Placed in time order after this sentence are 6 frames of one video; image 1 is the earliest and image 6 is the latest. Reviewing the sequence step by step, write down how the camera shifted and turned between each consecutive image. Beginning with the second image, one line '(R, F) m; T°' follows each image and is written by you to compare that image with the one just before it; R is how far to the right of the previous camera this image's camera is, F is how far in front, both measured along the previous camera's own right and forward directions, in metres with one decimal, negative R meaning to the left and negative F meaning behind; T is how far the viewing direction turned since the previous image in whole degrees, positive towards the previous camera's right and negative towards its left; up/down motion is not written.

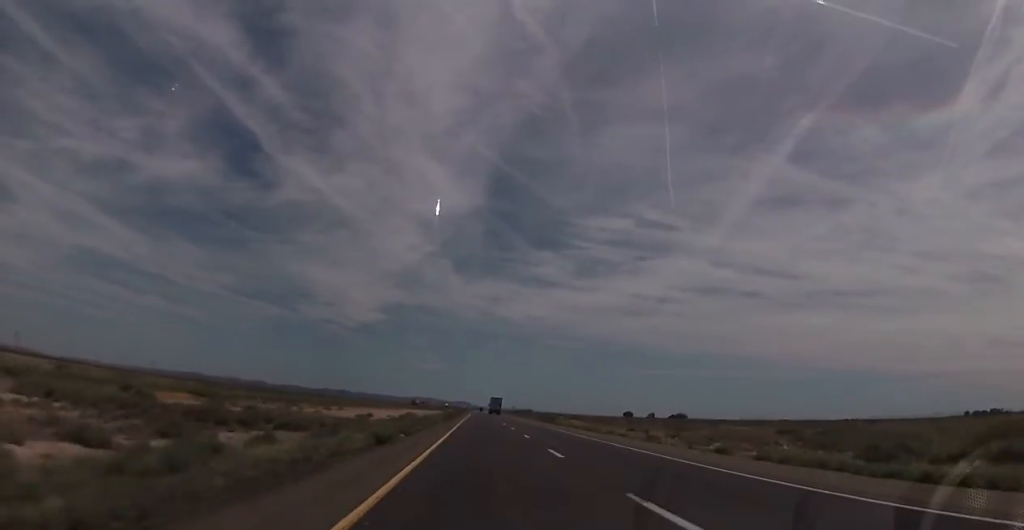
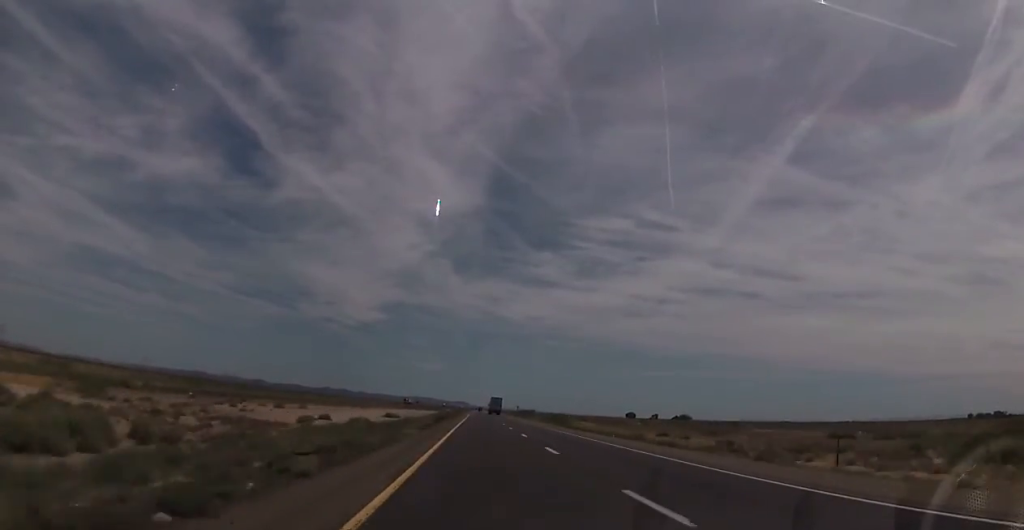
(0.0, +23.0) m; 0°
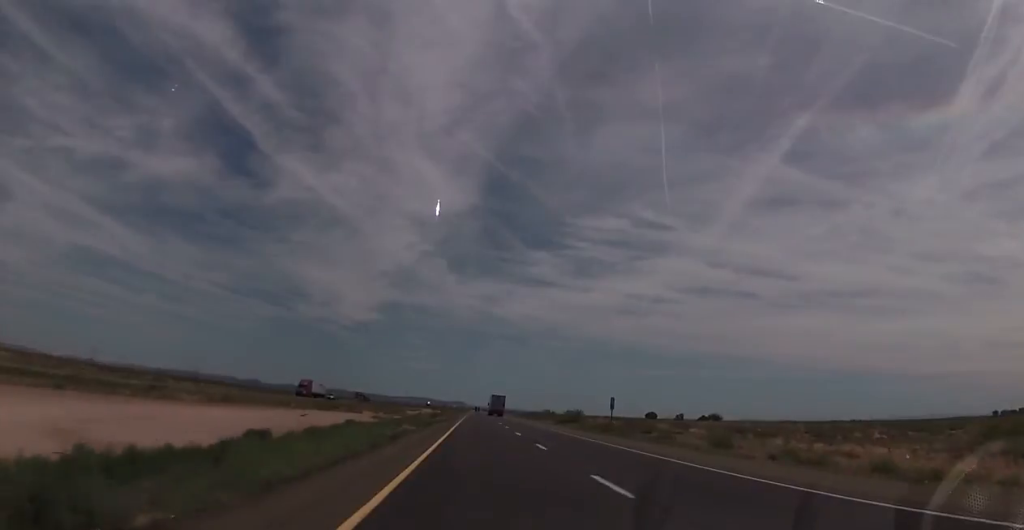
(-0.5, +120.7) m; 0°
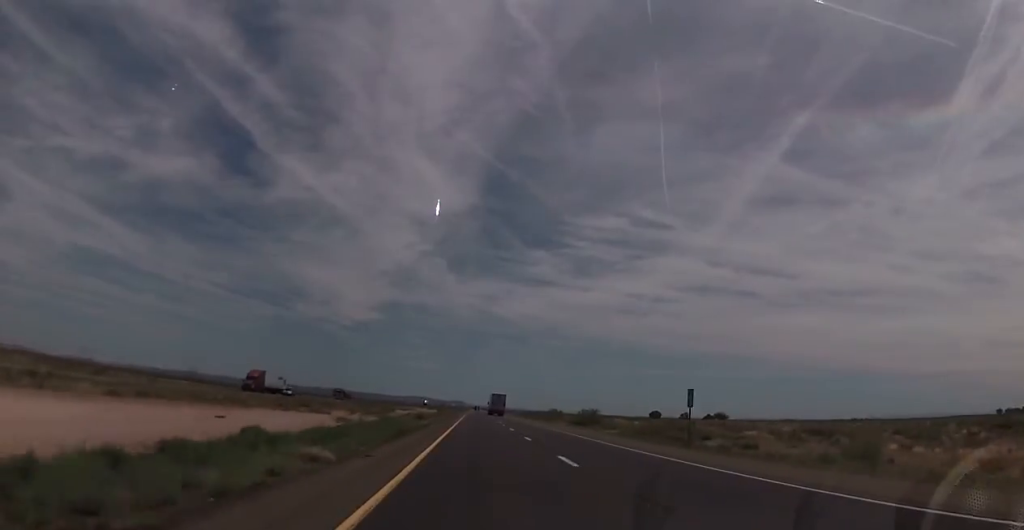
(+0.2, +19.3) m; 0°
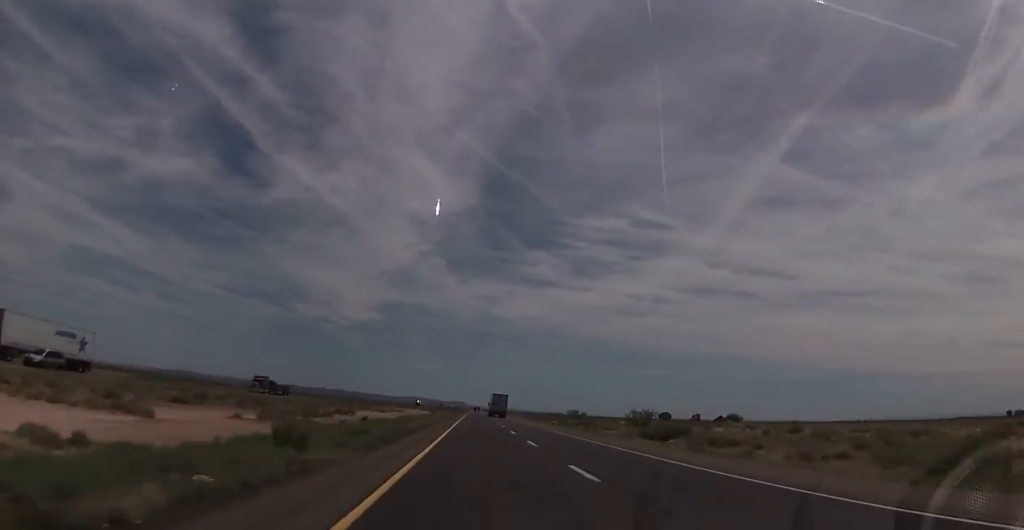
(-0.4, +39.7) m; 0°
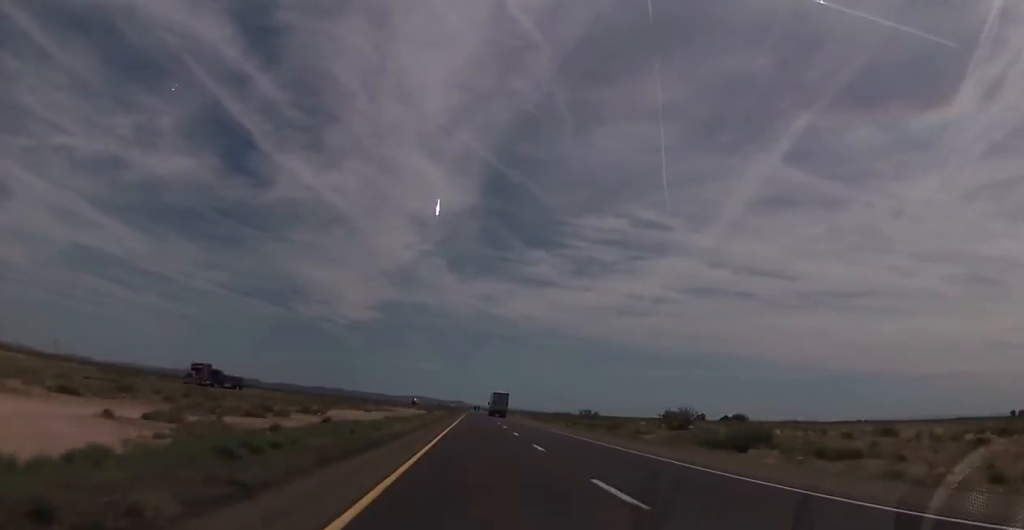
(+0.2, +15.7) m; 0°
